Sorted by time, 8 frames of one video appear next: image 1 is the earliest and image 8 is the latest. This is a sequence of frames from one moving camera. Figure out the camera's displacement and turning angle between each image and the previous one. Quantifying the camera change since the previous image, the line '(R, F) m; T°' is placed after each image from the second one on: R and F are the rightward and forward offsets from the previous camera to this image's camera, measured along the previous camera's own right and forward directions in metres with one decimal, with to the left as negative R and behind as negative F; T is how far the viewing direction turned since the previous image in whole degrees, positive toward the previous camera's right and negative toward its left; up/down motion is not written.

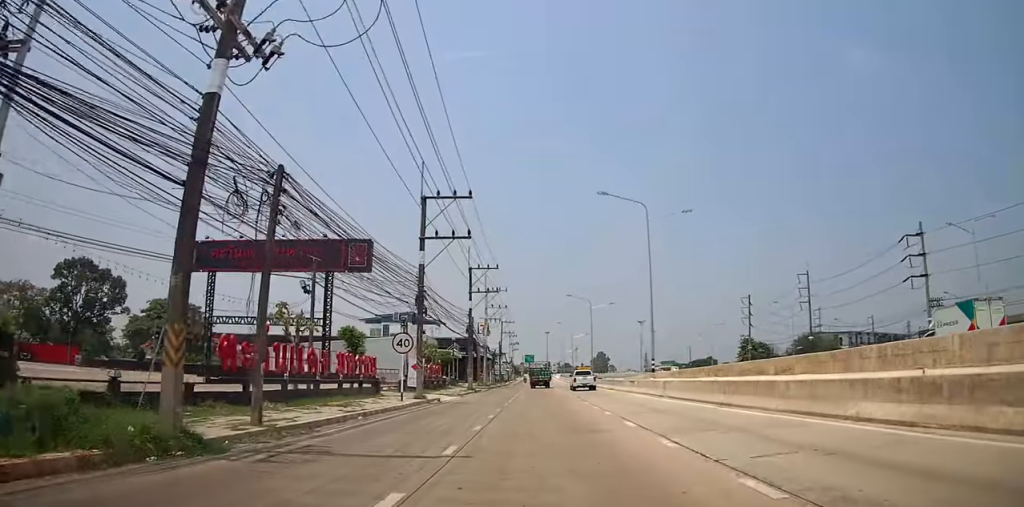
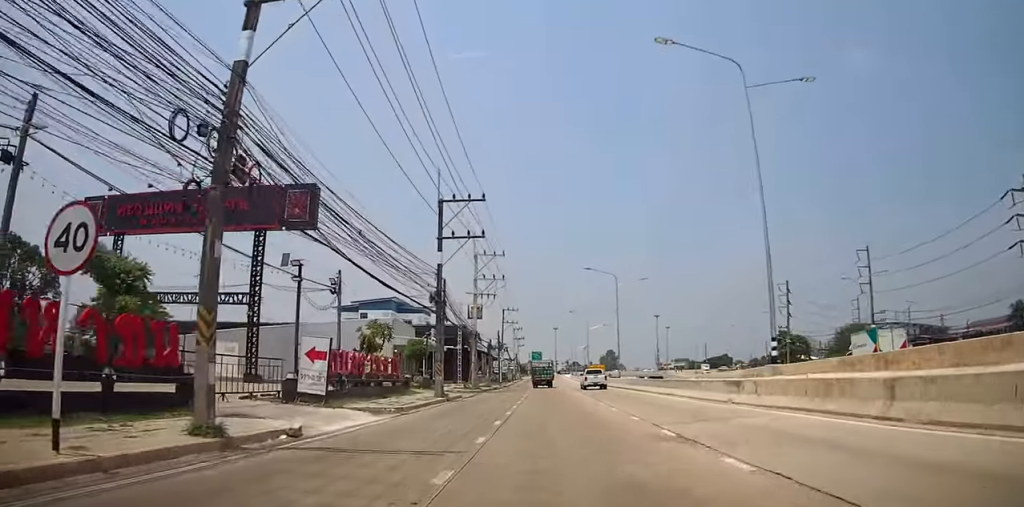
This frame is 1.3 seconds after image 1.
(-0.2, +18.5) m; 0°
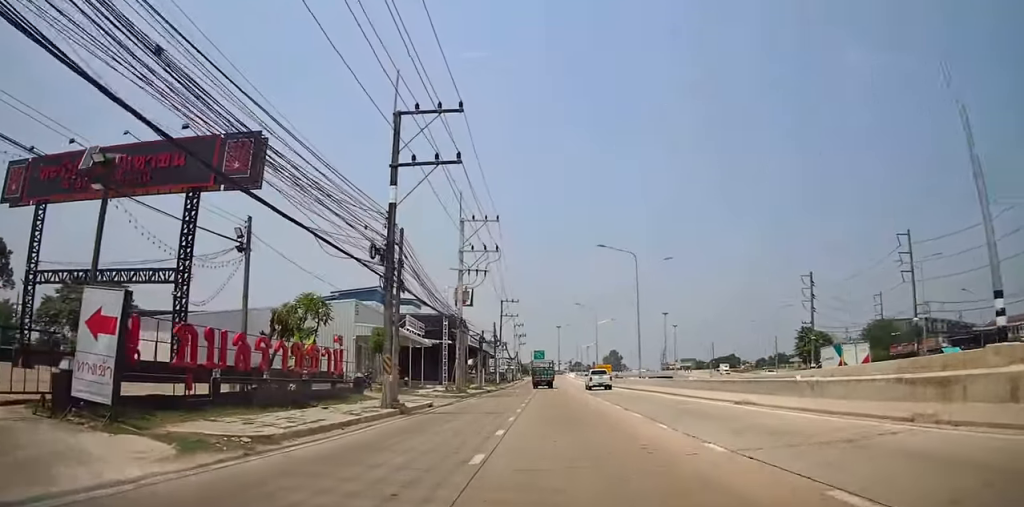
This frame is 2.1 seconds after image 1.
(+0.1, +10.4) m; 0°
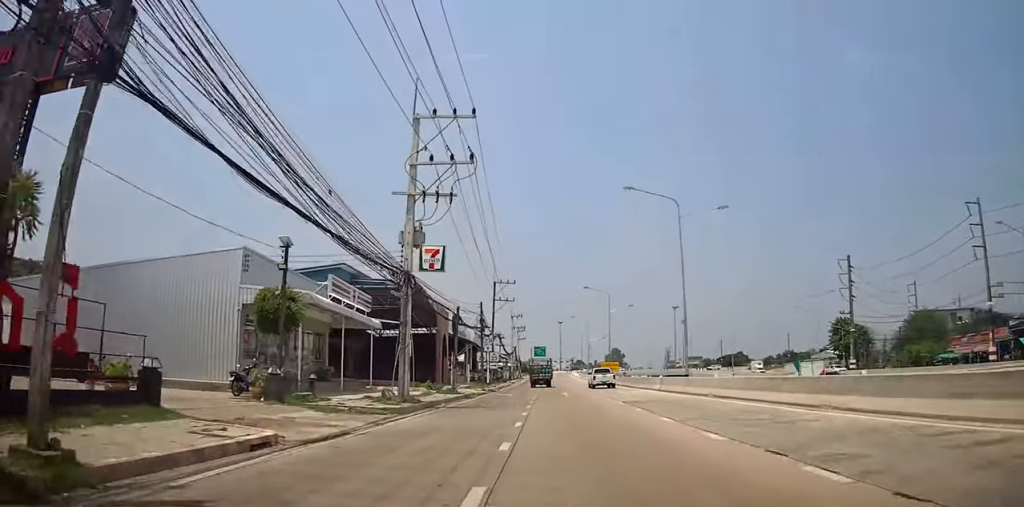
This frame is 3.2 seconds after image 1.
(-0.2, +14.9) m; 0°
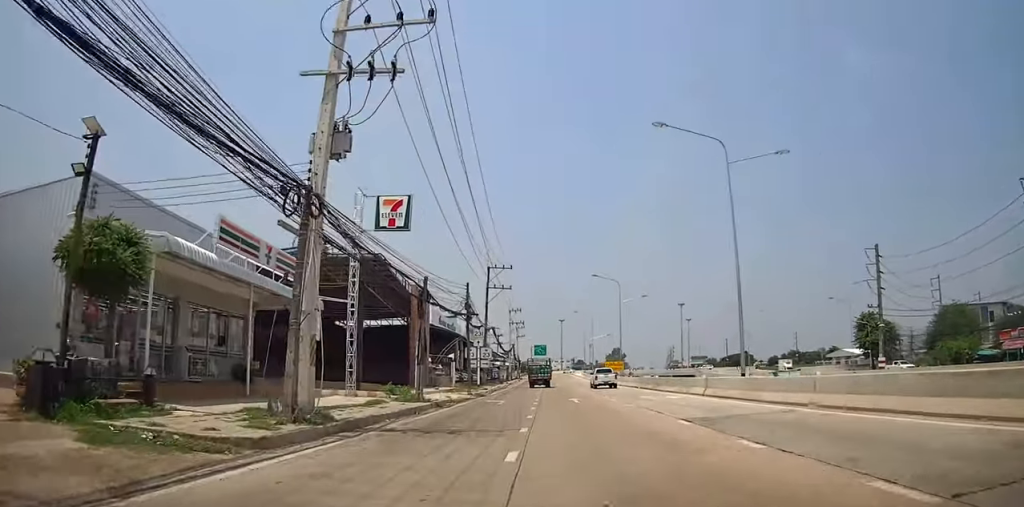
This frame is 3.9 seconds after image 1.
(+0.5, +9.3) m; 0°
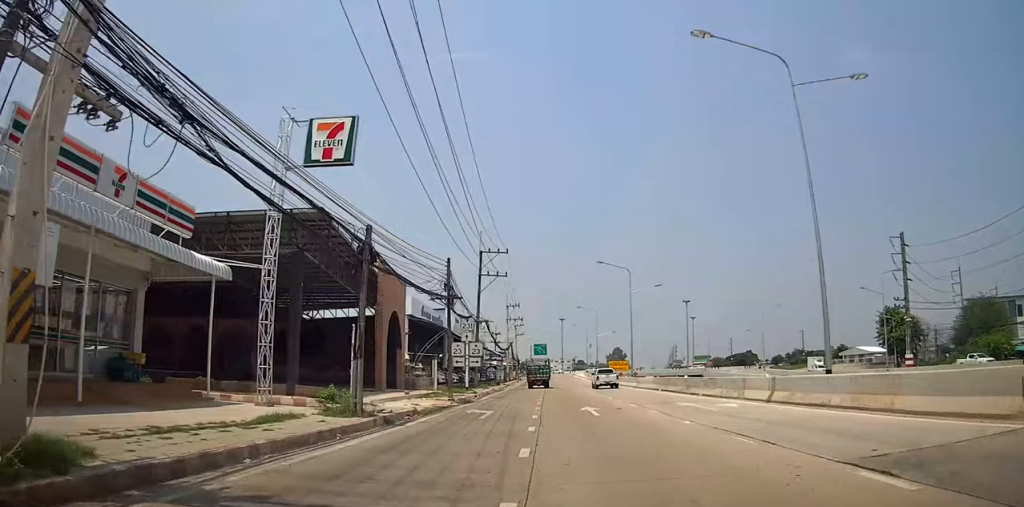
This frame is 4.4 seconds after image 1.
(-0.4, +7.6) m; -2°
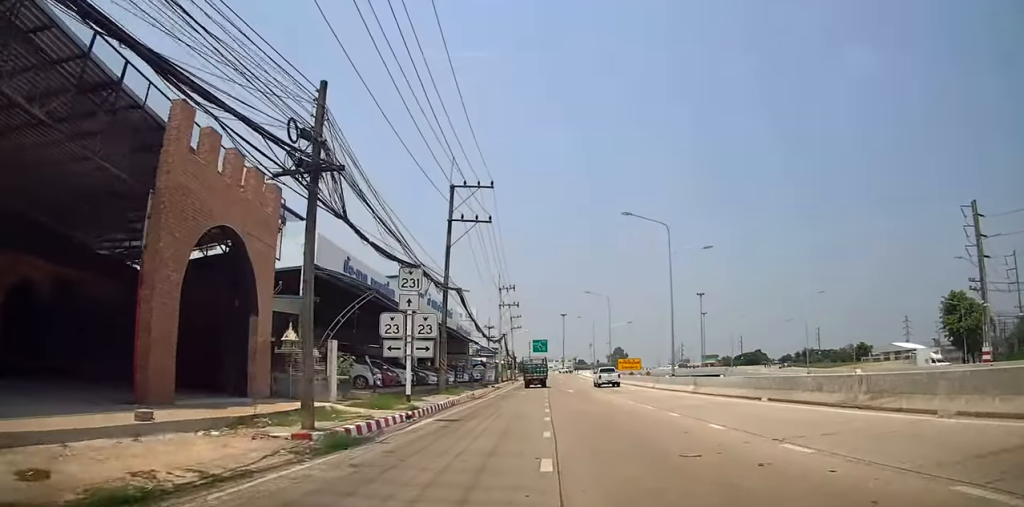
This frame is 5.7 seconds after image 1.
(-0.4, +17.3) m; -1°
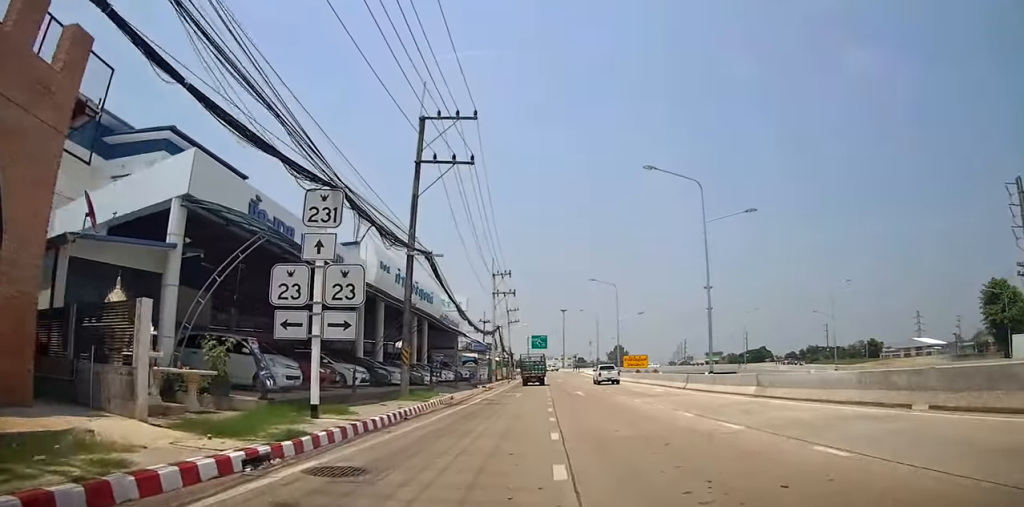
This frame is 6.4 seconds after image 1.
(0.0, +8.8) m; 0°
